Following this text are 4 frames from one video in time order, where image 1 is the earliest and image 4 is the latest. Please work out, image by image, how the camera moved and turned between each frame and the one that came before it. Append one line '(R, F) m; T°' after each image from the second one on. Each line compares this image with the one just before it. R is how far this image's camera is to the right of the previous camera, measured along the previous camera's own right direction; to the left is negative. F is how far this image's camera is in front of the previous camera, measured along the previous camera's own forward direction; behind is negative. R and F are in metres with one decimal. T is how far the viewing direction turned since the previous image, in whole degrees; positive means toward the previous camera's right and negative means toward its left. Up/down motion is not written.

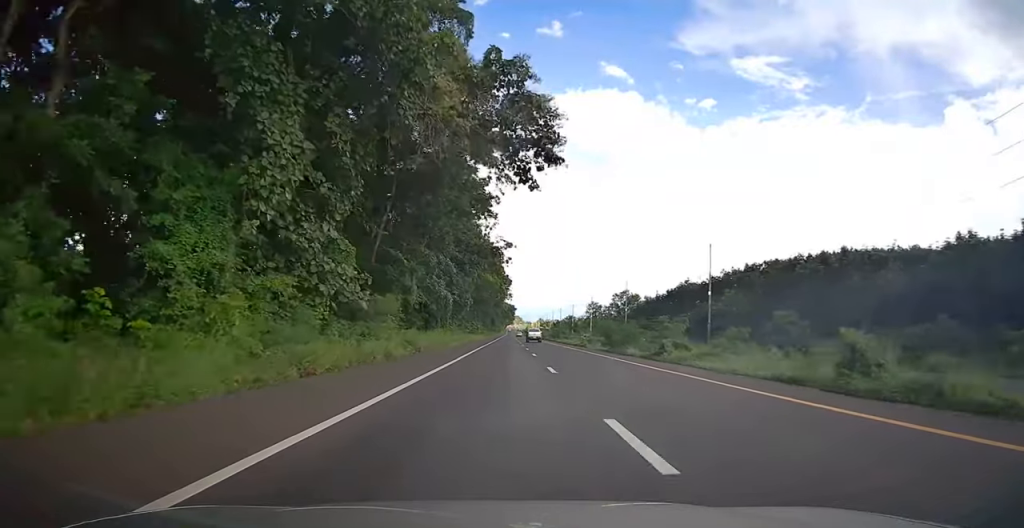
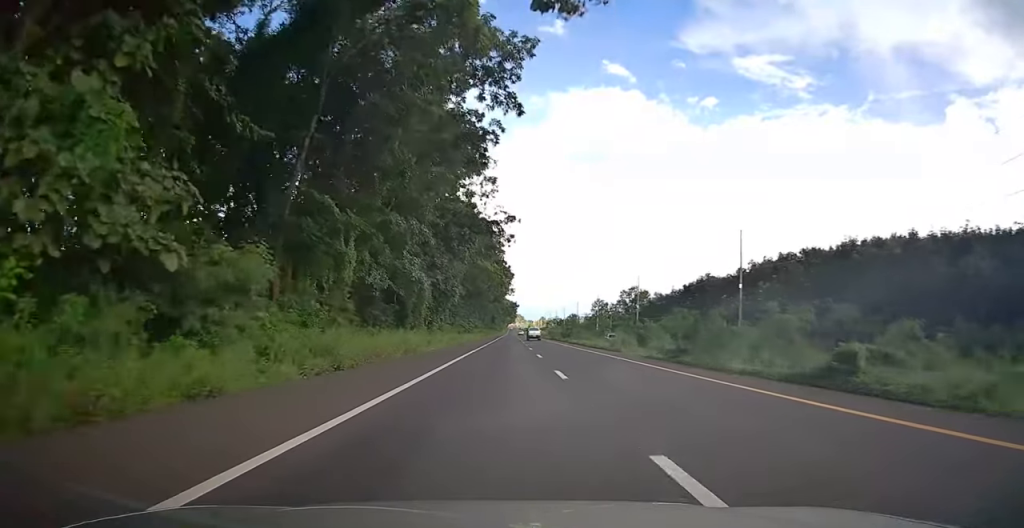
(0.0, +14.3) m; 0°
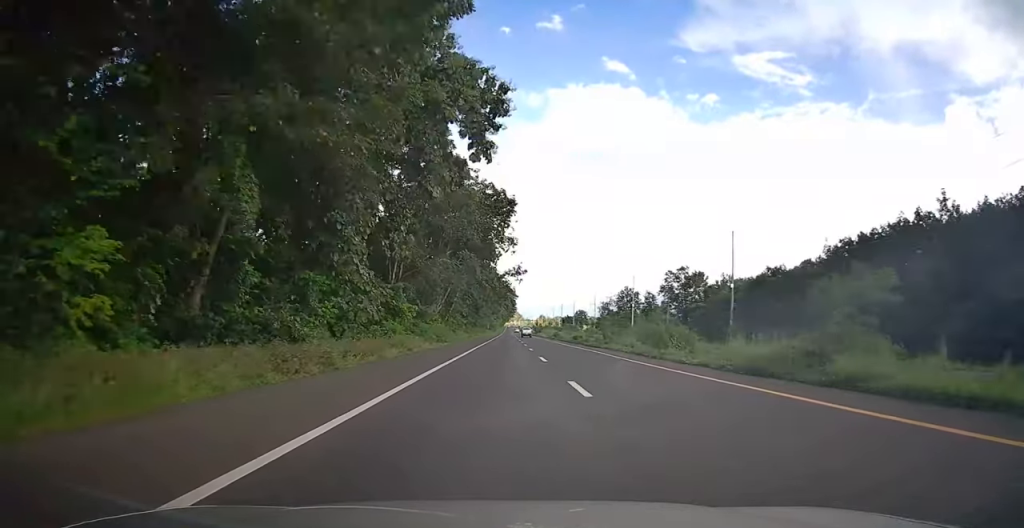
(-0.6, +75.9) m; -1°
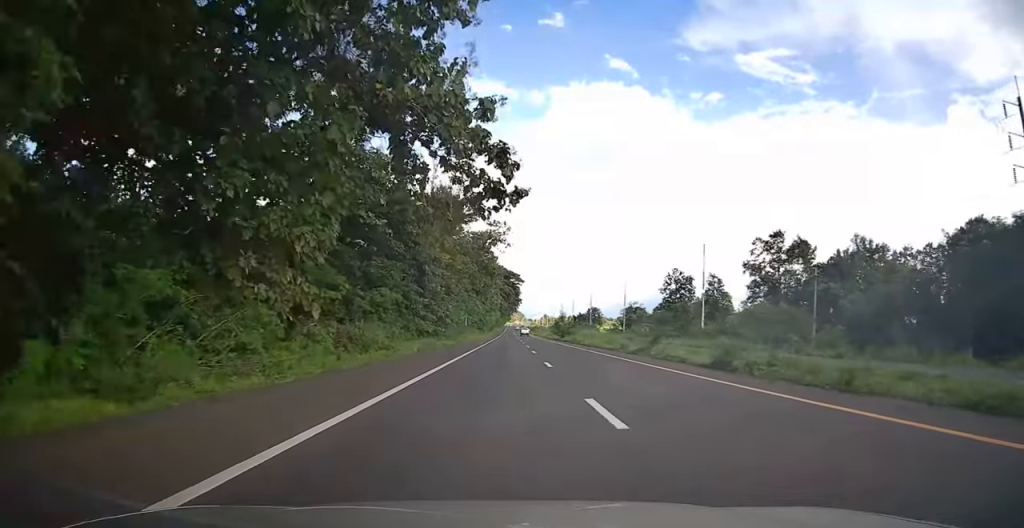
(+0.5, +62.7) m; +1°
